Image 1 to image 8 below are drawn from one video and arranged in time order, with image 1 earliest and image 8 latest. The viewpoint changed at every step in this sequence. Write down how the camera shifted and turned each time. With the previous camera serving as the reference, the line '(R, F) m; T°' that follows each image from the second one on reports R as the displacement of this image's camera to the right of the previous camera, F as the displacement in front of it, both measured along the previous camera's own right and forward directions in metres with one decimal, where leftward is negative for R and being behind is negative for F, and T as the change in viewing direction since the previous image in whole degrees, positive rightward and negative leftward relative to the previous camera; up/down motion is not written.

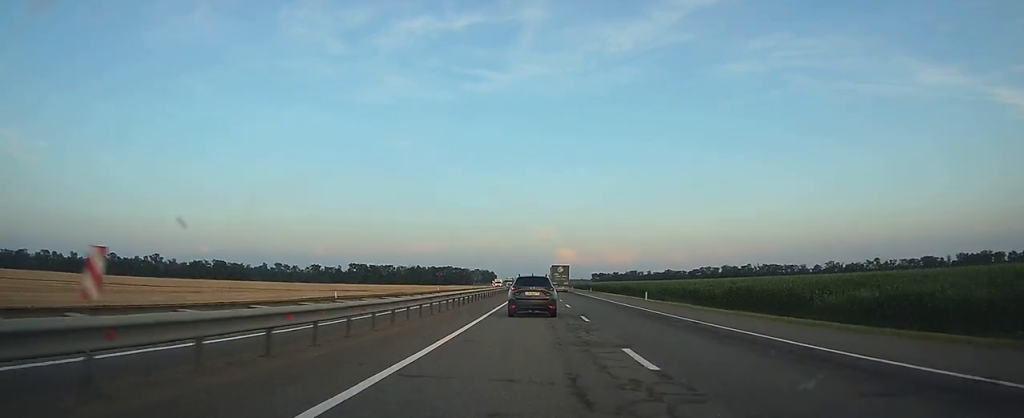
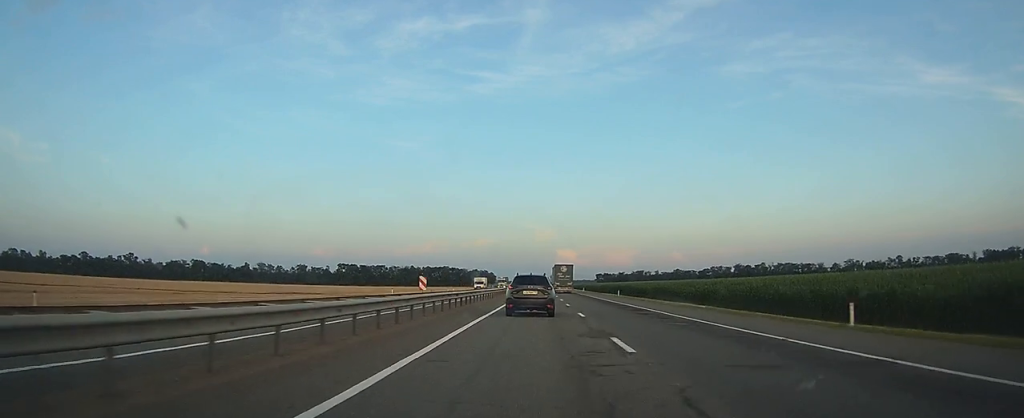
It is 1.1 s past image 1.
(0.0, +33.7) m; 0°
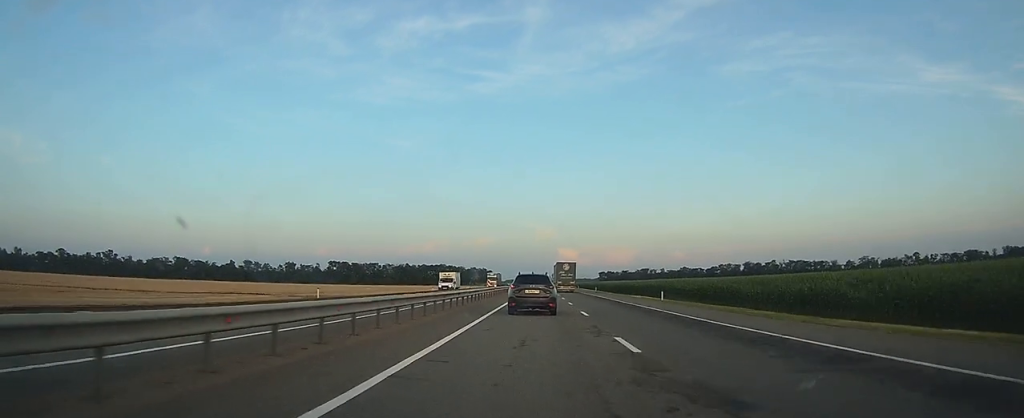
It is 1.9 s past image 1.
(+0.1, +24.4) m; 0°
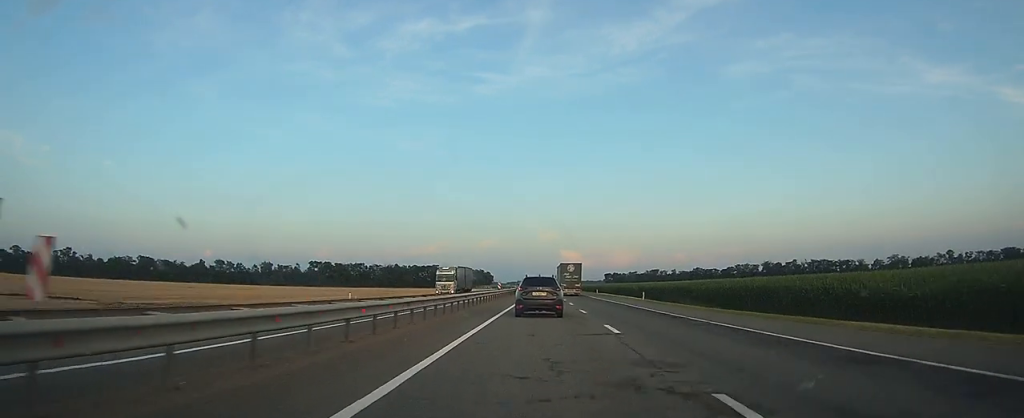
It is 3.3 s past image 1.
(-0.2, +43.2) m; 0°
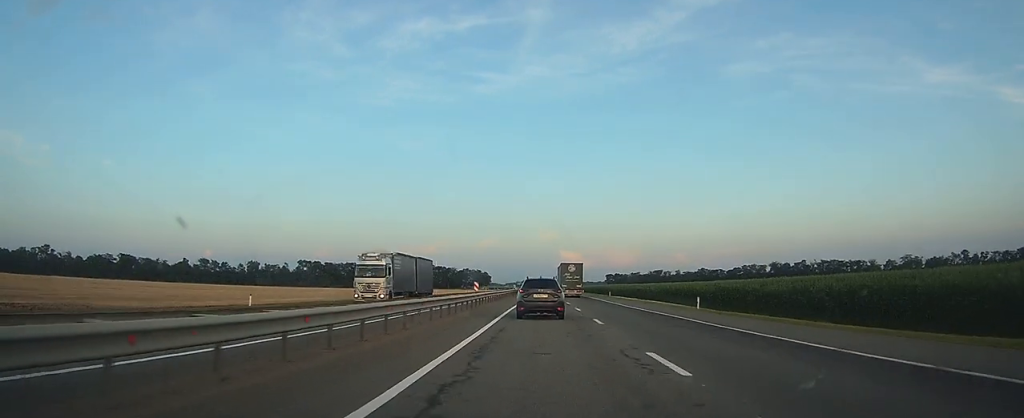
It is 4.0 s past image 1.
(0.0, +19.0) m; 0°
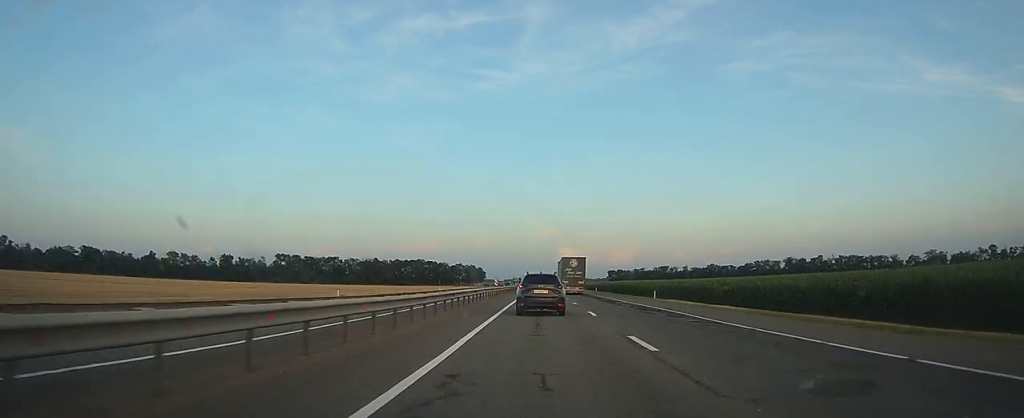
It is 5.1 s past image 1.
(-0.1, +32.9) m; 0°
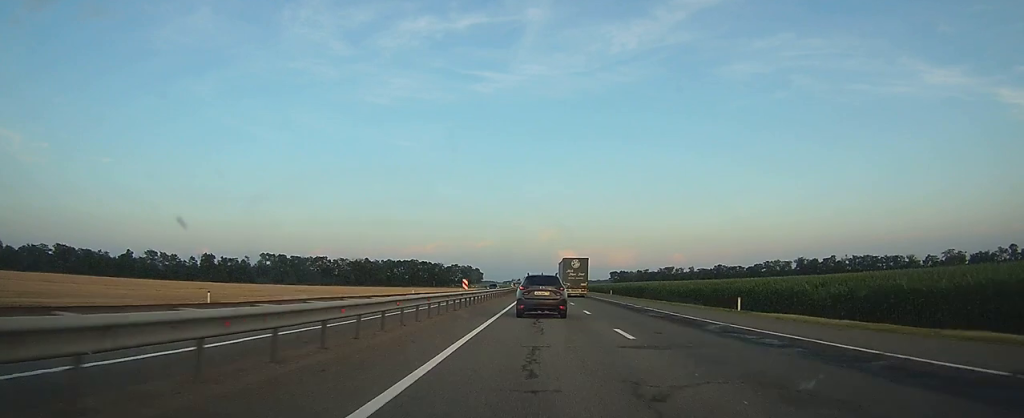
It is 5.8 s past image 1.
(0.0, +20.9) m; 0°
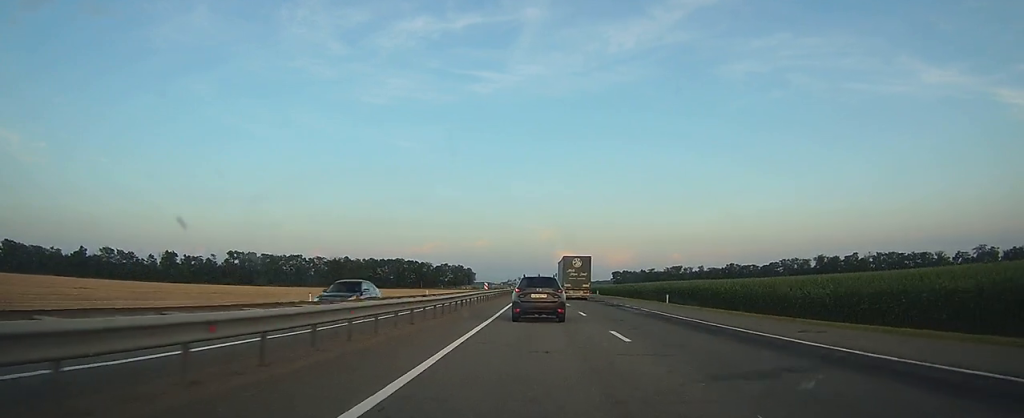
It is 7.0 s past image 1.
(+0.1, +36.0) m; 0°
